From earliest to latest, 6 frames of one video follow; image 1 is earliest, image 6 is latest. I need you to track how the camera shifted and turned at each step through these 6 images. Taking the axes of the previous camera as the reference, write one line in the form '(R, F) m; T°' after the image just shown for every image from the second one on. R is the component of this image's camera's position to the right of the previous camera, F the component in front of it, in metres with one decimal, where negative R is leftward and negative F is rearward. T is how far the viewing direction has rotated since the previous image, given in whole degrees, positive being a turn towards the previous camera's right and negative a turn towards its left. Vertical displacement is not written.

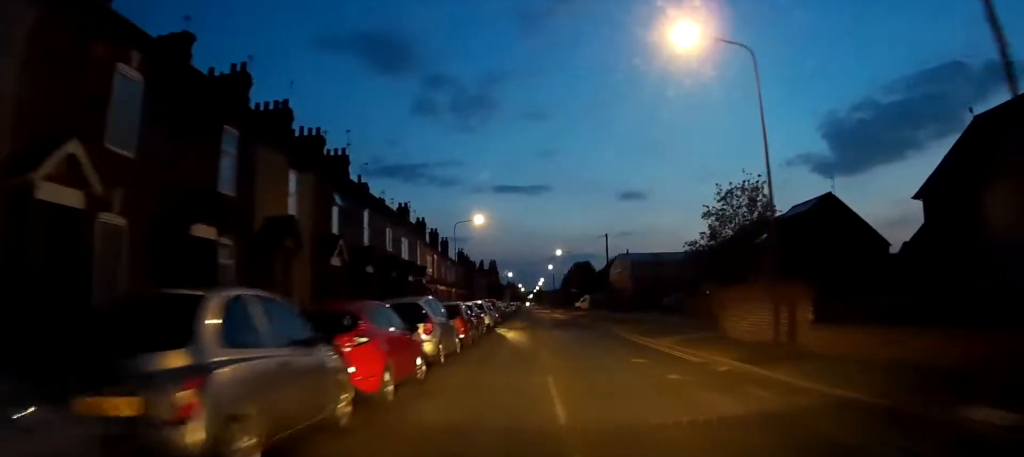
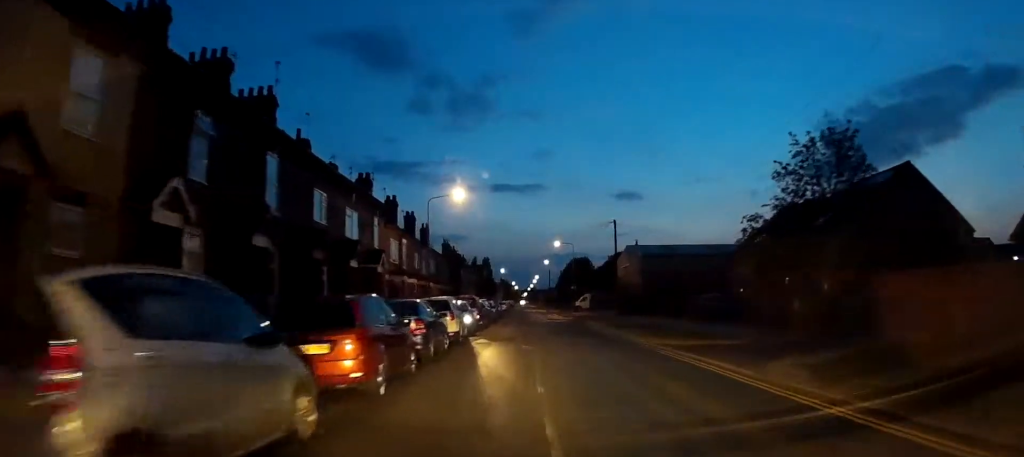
(+0.2, +10.9) m; +1°
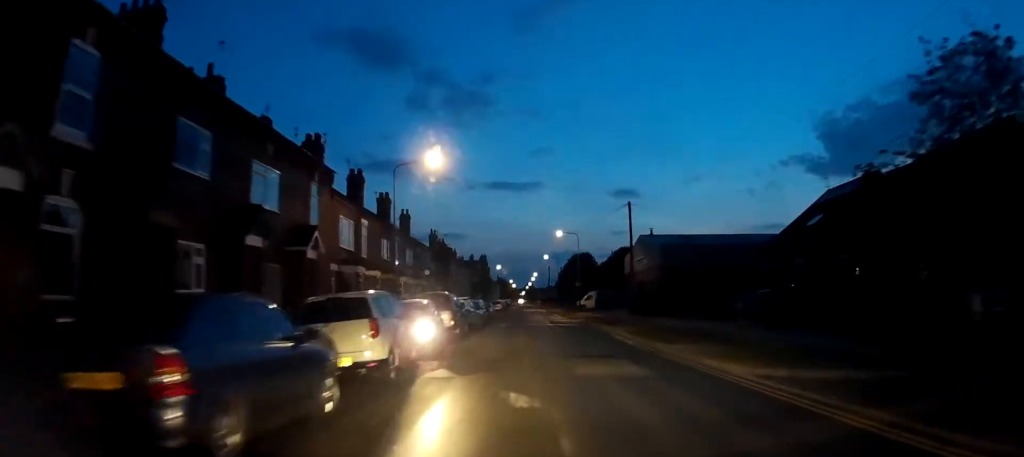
(0.0, +10.0) m; +1°
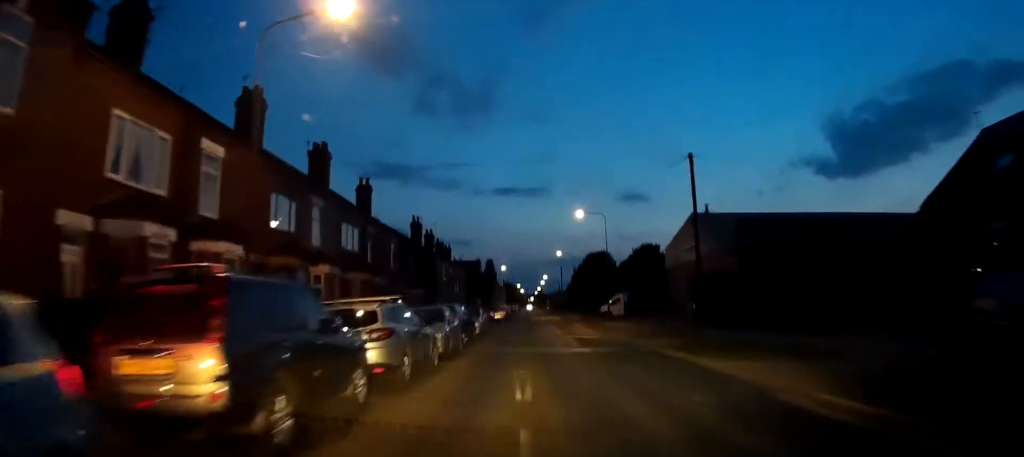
(+0.1, +17.1) m; 0°
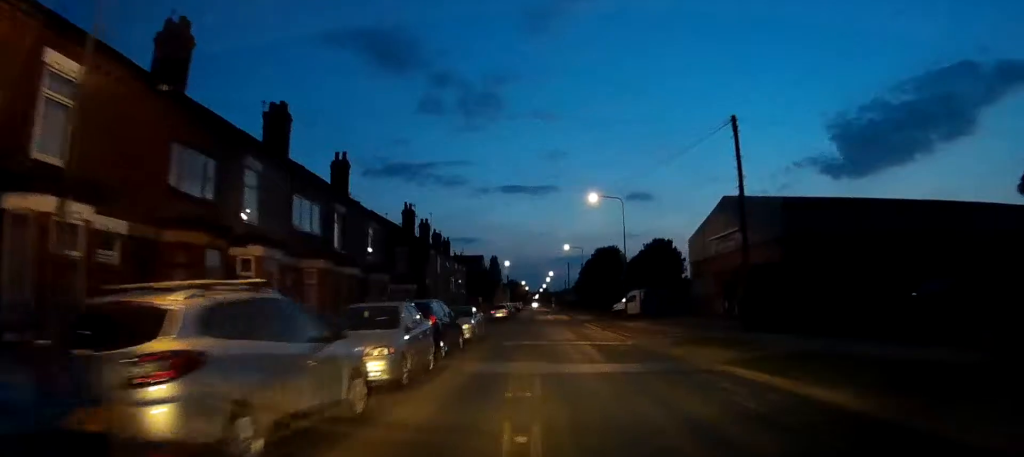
(+0.1, +6.3) m; -3°
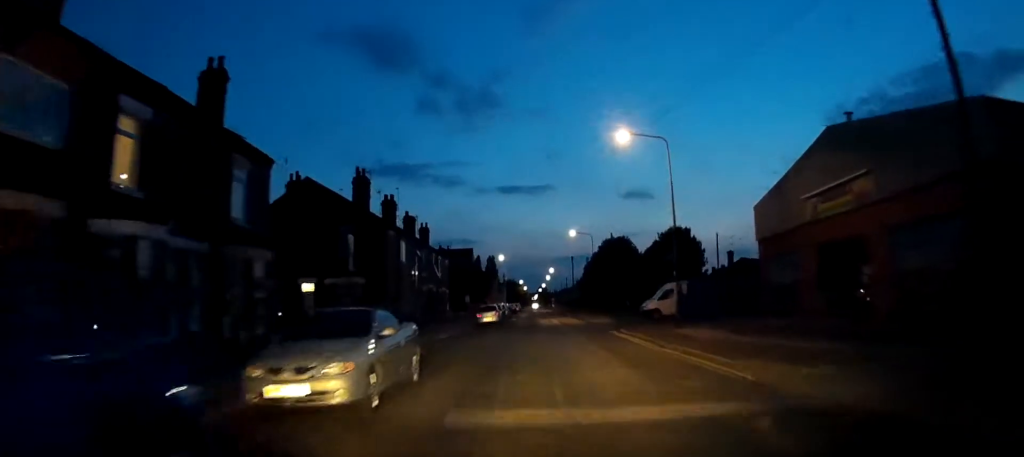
(-0.4, +13.7) m; 0°
